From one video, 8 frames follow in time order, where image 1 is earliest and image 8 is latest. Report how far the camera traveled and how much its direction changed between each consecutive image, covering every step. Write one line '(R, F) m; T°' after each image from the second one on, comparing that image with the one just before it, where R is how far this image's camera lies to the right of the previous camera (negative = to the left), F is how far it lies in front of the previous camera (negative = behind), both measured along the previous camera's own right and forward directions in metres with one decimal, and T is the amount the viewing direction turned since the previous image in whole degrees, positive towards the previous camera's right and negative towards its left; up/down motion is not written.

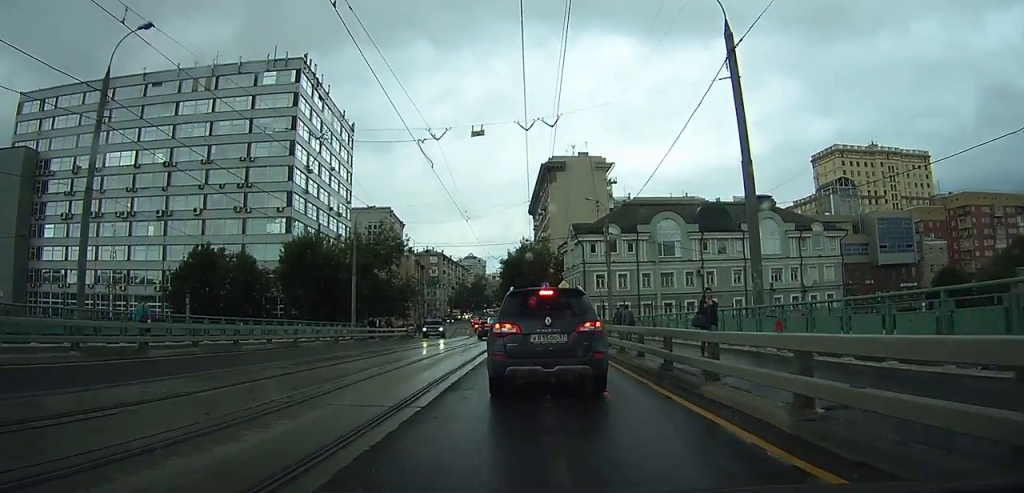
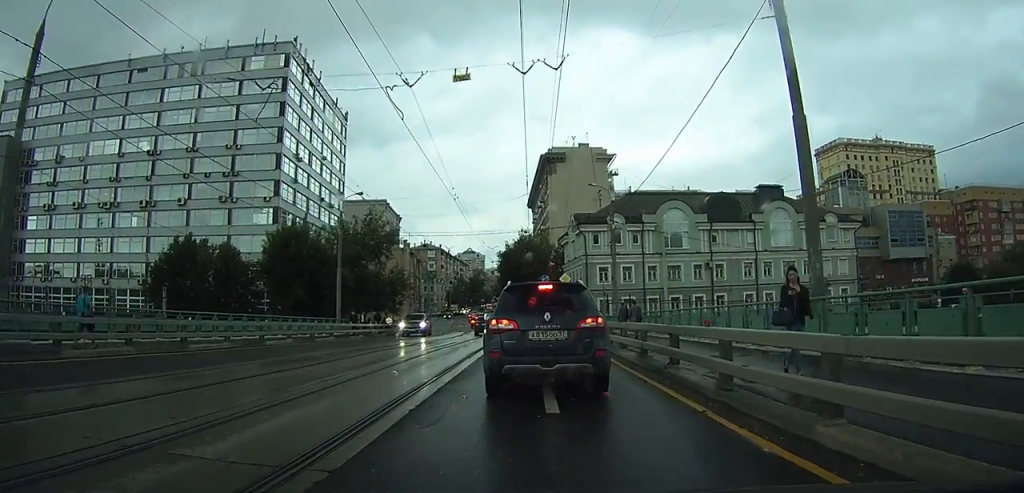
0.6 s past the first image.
(+0.1, +4.0) m; 0°
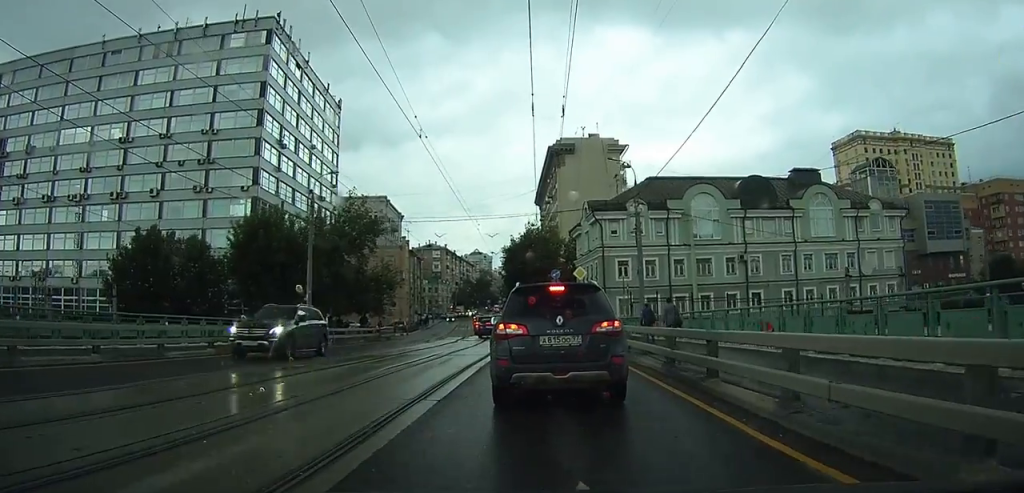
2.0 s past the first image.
(-0.2, +8.8) m; -4°
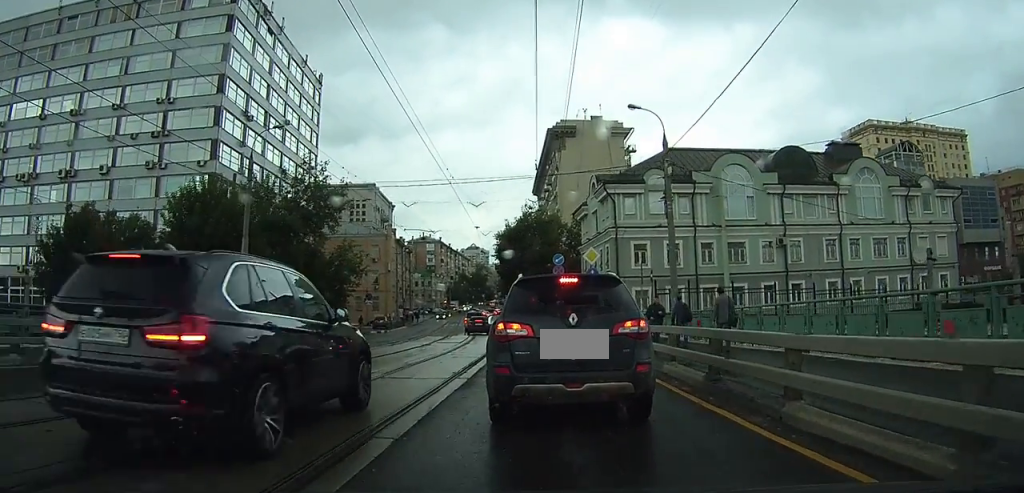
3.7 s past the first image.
(-0.2, +8.9) m; -1°
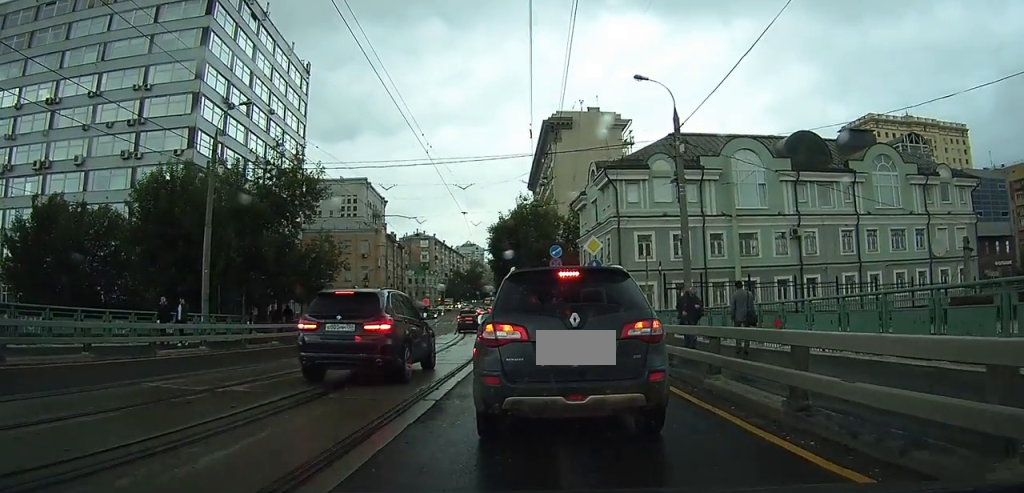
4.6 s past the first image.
(-0.1, +3.5) m; -2°
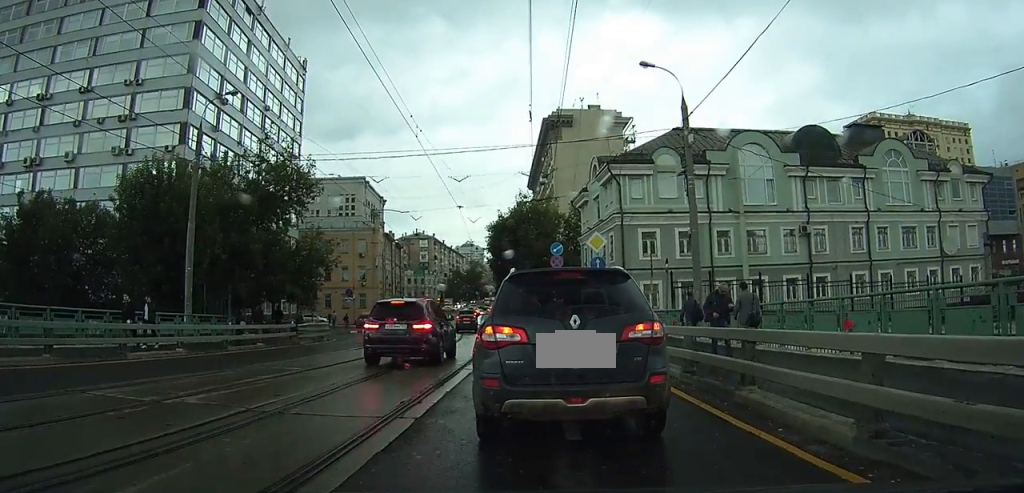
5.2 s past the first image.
(0.0, +2.0) m; -1°
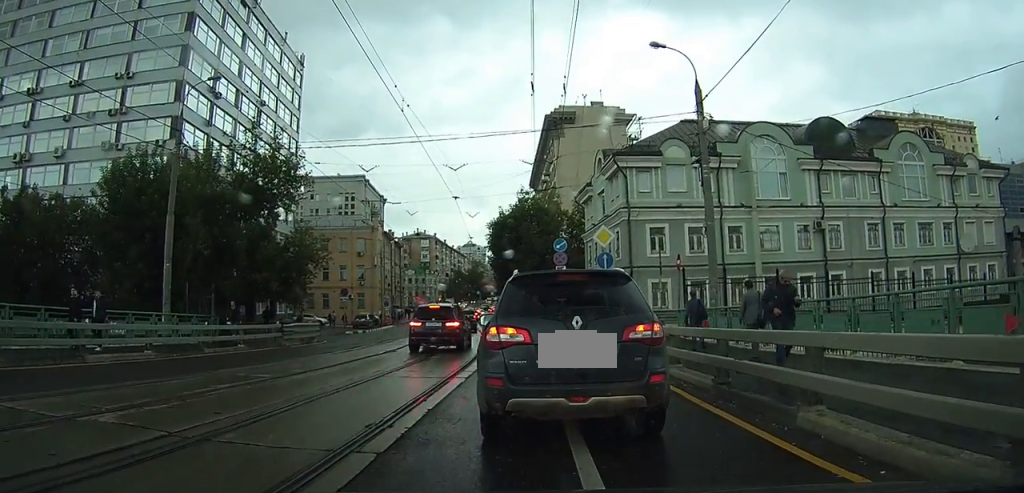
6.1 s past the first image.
(0.0, +2.4) m; -1°
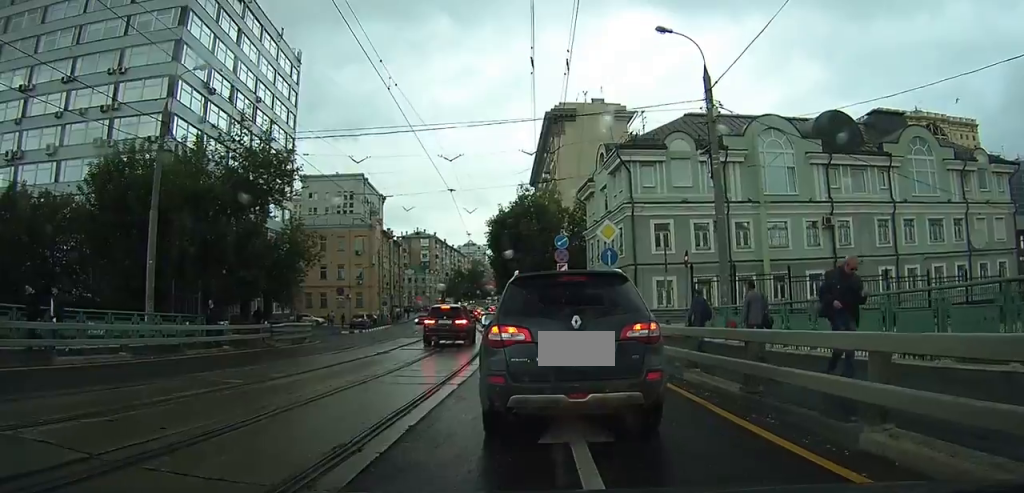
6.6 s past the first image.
(0.0, +1.4) m; 0°
